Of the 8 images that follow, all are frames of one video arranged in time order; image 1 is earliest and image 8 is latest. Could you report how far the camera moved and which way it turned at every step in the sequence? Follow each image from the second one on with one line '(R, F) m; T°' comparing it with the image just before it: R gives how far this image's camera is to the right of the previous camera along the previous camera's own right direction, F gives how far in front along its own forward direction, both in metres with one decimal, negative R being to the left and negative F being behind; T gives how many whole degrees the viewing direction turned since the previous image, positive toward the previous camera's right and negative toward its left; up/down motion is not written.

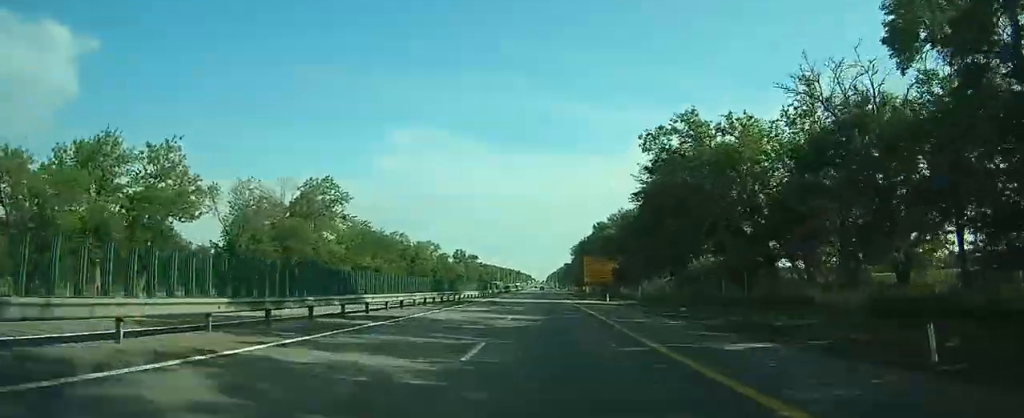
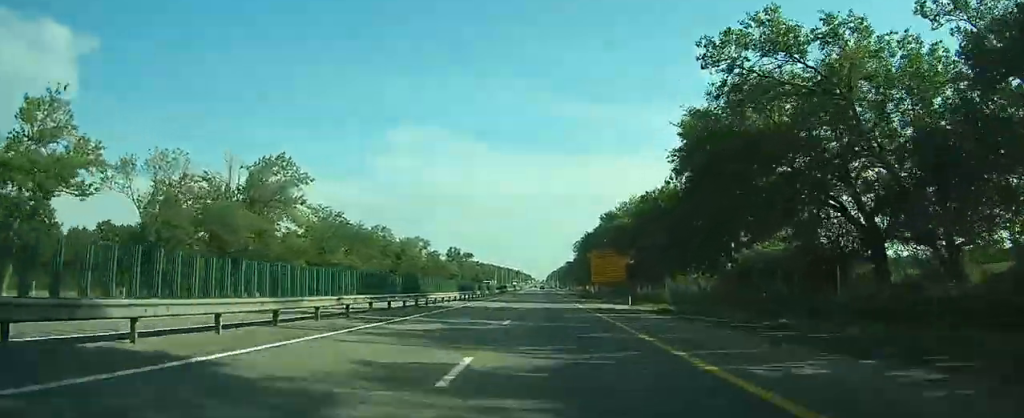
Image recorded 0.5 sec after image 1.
(0.0, +14.6) m; 0°
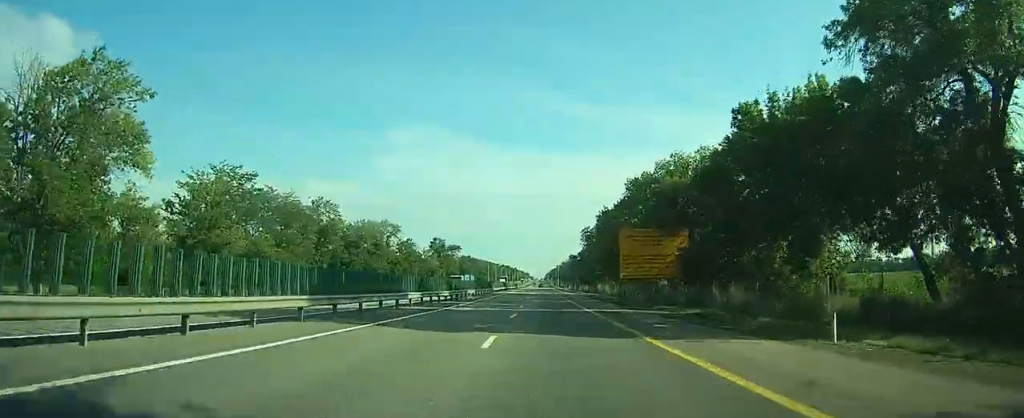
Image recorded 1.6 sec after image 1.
(0.0, +31.3) m; 0°
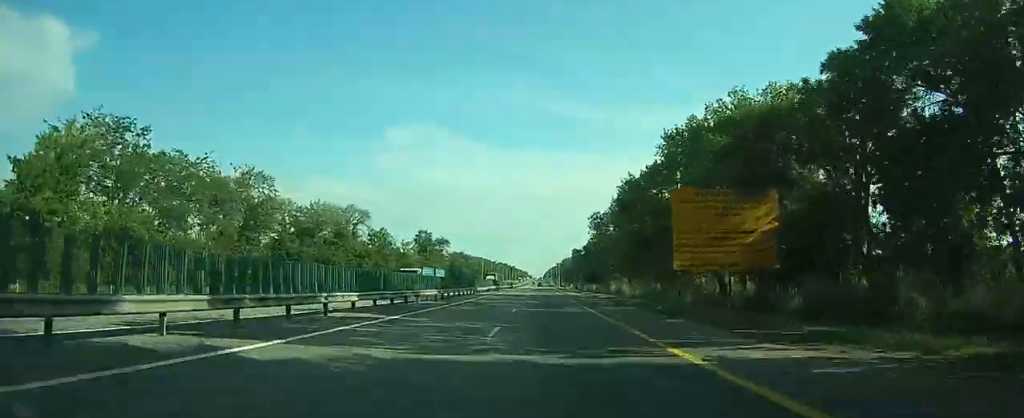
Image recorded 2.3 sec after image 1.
(0.0, +21.6) m; 0°
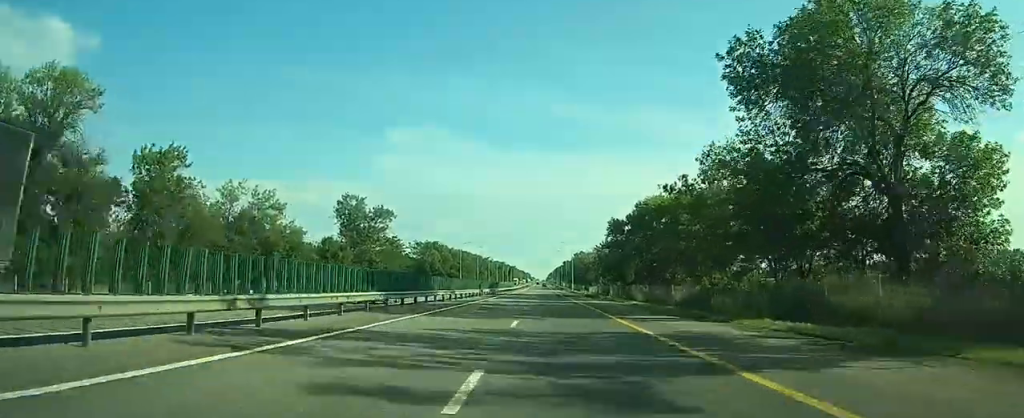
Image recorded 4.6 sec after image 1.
(0.0, +68.3) m; 0°
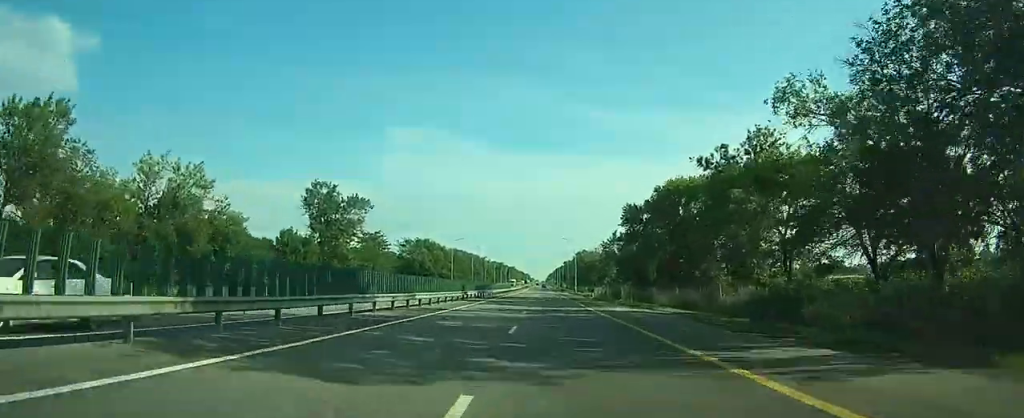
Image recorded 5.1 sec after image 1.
(0.0, +14.0) m; 0°
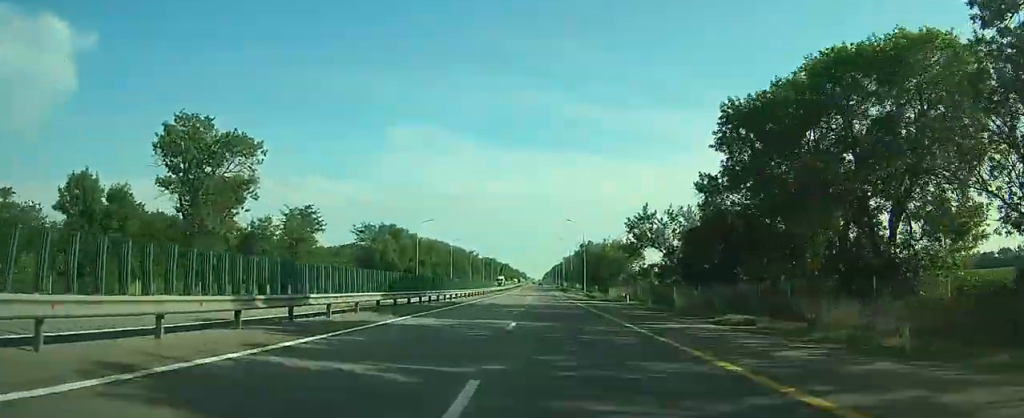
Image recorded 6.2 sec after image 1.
(0.0, +35.0) m; 0°
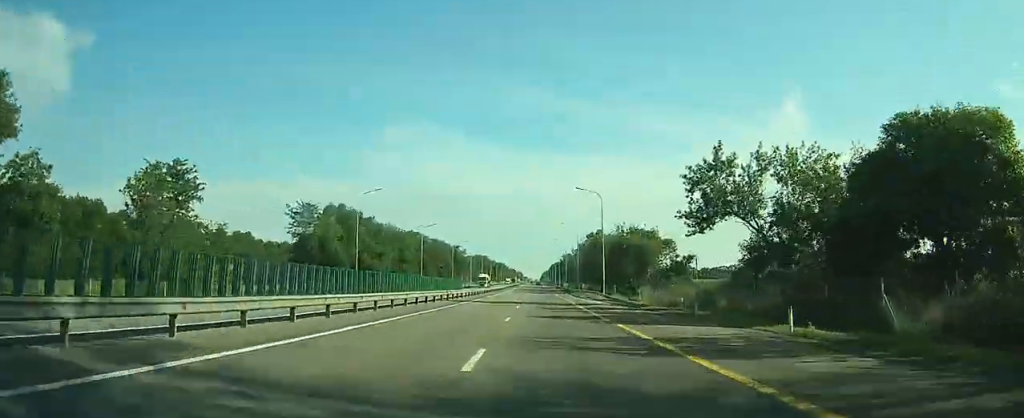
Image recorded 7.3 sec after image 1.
(+0.1, +32.0) m; 0°
